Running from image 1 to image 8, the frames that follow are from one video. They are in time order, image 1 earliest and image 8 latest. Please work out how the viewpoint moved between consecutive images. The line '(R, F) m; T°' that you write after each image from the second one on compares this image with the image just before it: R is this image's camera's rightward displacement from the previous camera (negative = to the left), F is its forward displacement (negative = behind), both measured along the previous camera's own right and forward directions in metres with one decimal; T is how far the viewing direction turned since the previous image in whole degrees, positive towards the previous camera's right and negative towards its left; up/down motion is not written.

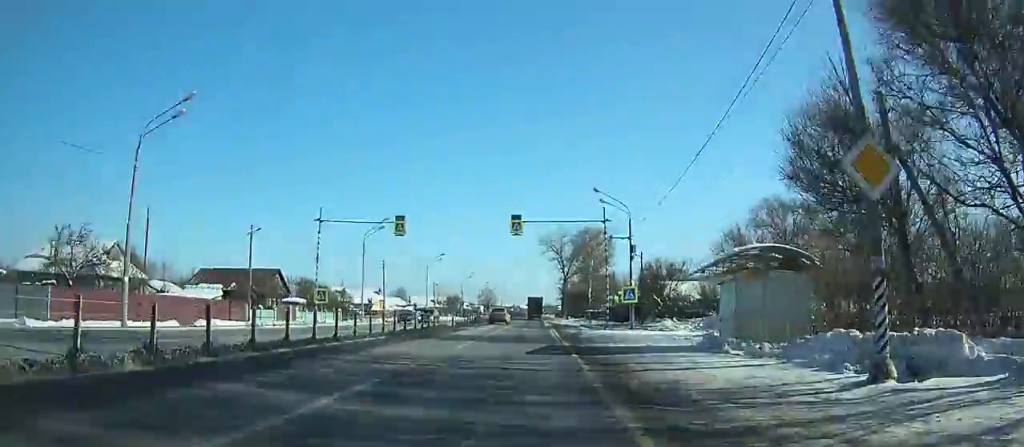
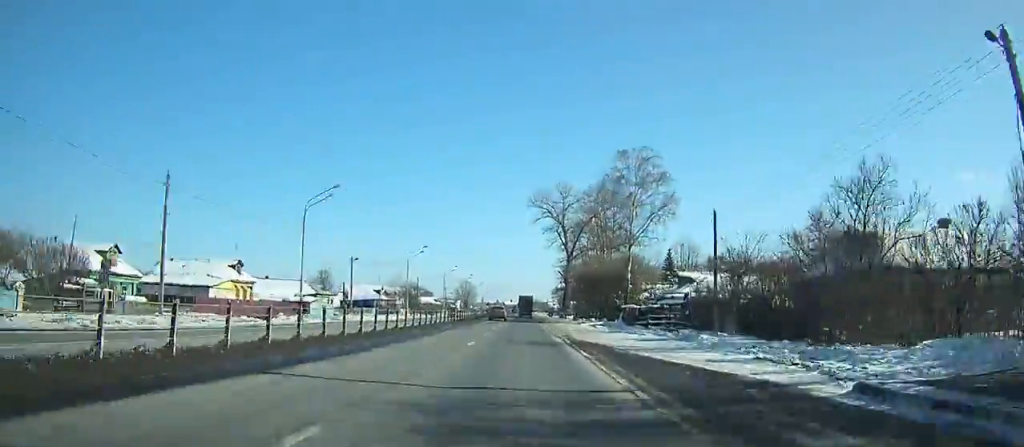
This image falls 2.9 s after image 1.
(+0.4, +51.7) m; +1°
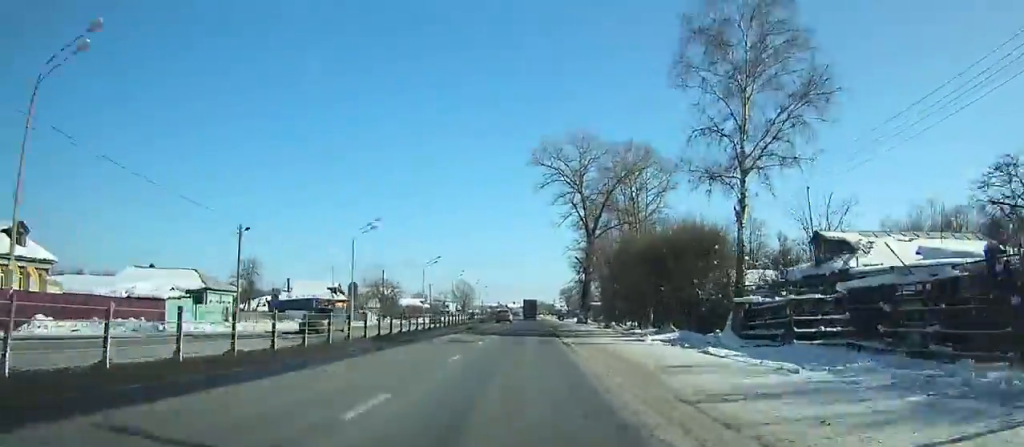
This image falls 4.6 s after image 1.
(+0.2, +30.4) m; 0°
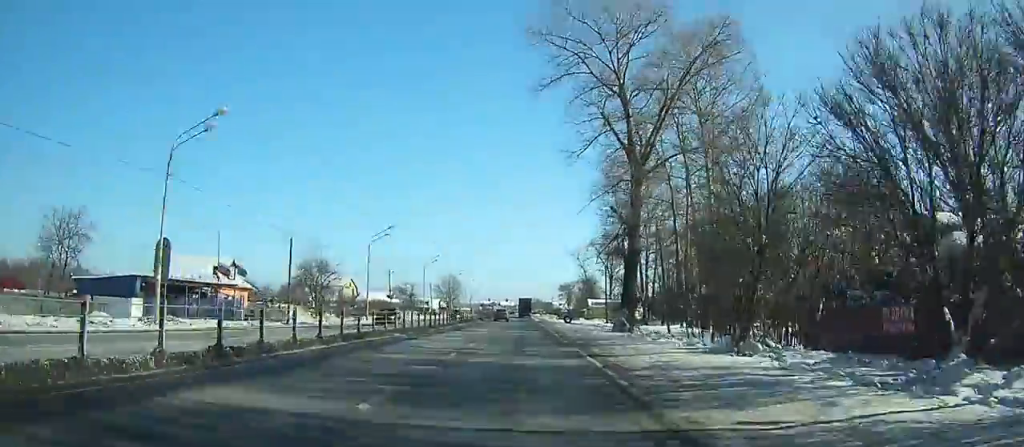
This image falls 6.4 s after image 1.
(+0.1, +32.4) m; 0°
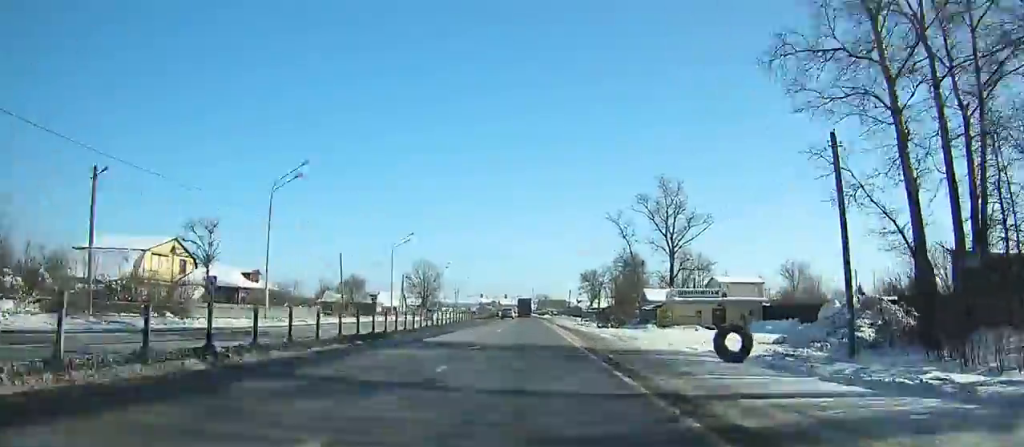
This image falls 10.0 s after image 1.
(+0.1, +65.7) m; 0°
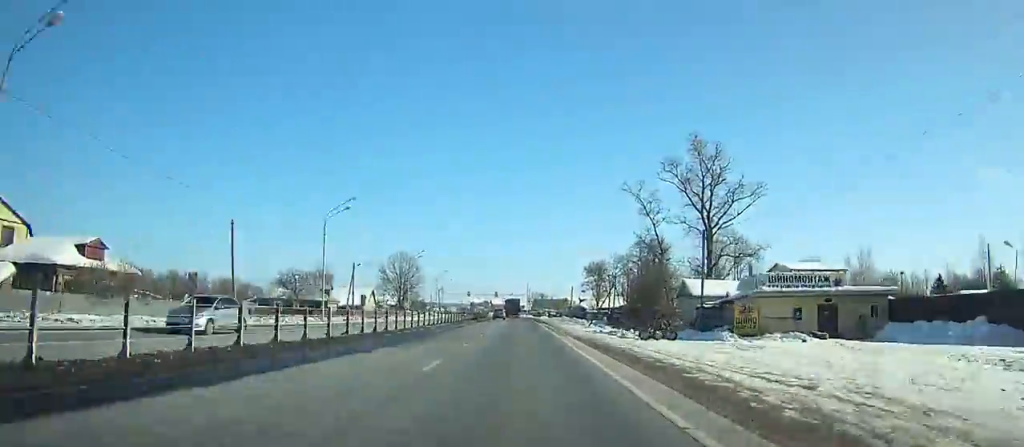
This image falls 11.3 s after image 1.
(0.0, +23.9) m; 0°
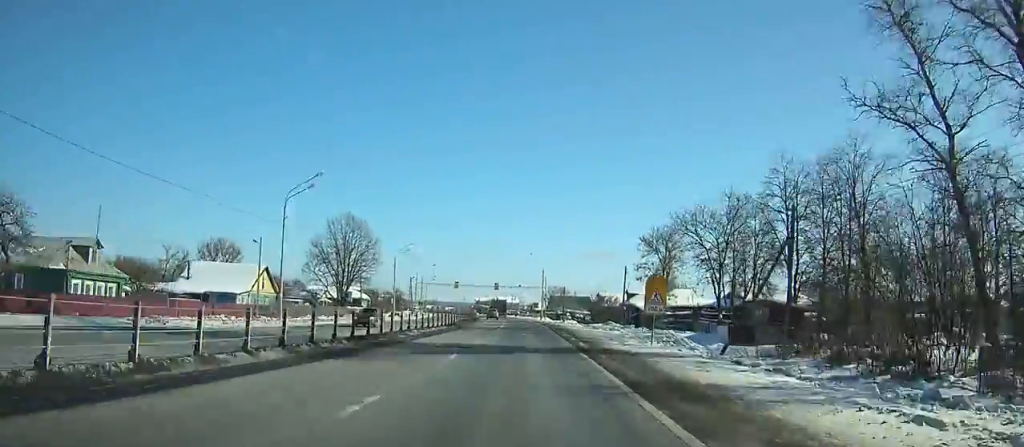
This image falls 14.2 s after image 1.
(-0.2, +53.9) m; -1°
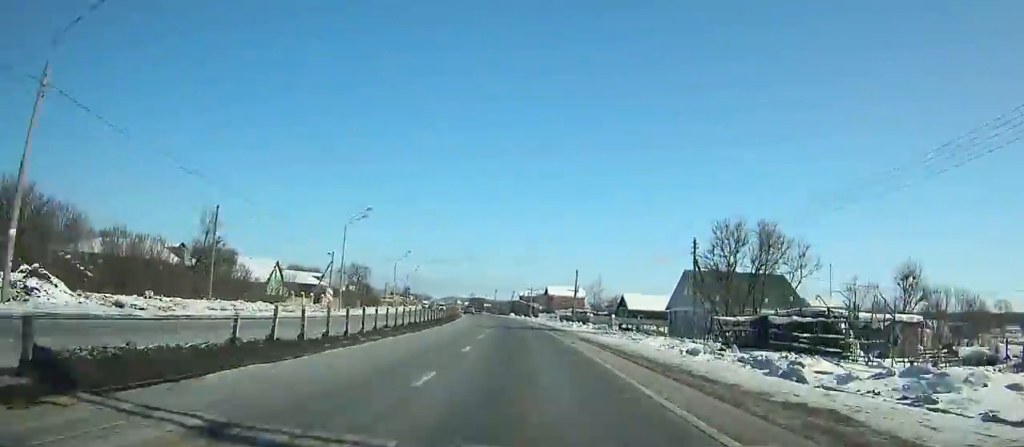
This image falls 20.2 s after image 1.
(-4.3, +112.3) m; -6°
